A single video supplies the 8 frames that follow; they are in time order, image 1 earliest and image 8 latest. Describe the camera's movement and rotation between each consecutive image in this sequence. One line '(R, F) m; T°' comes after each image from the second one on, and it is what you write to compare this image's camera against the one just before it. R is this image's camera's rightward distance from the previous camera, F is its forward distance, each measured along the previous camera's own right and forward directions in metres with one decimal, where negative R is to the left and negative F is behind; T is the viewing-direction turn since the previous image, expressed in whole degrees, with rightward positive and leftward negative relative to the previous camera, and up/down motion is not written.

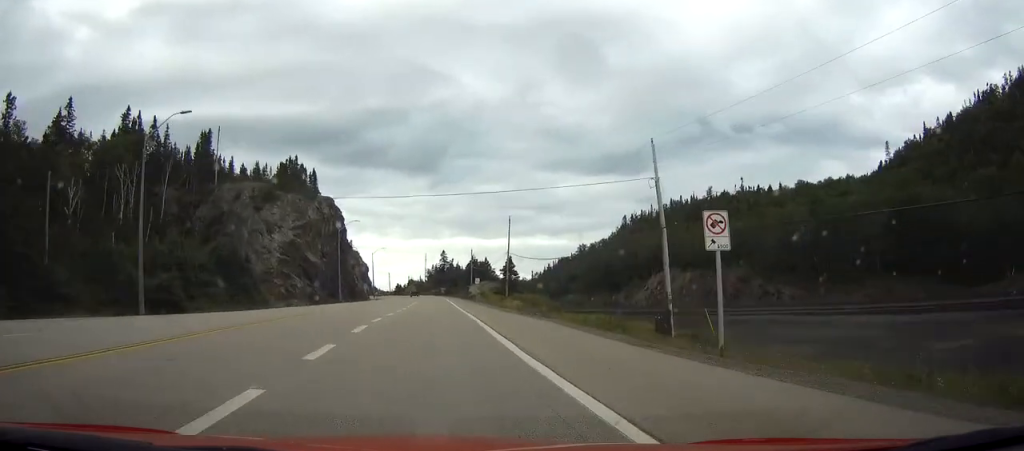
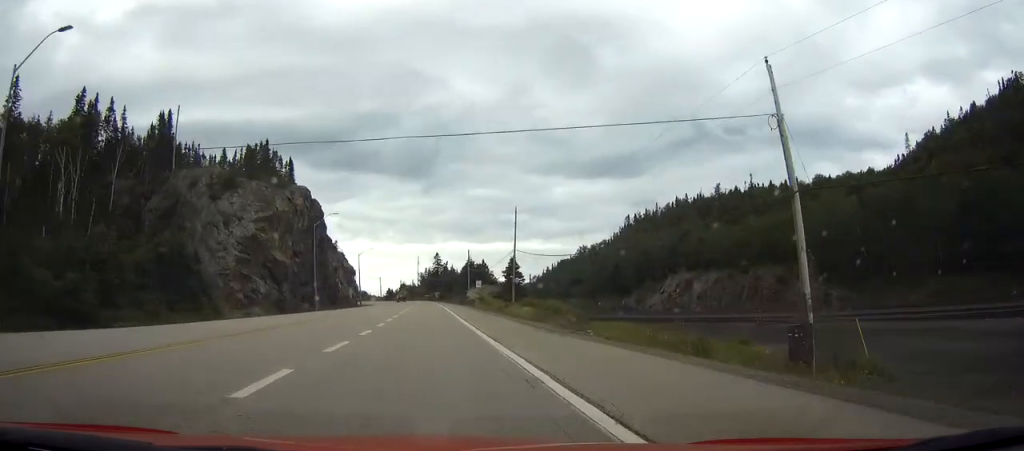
(0.0, +15.4) m; 0°
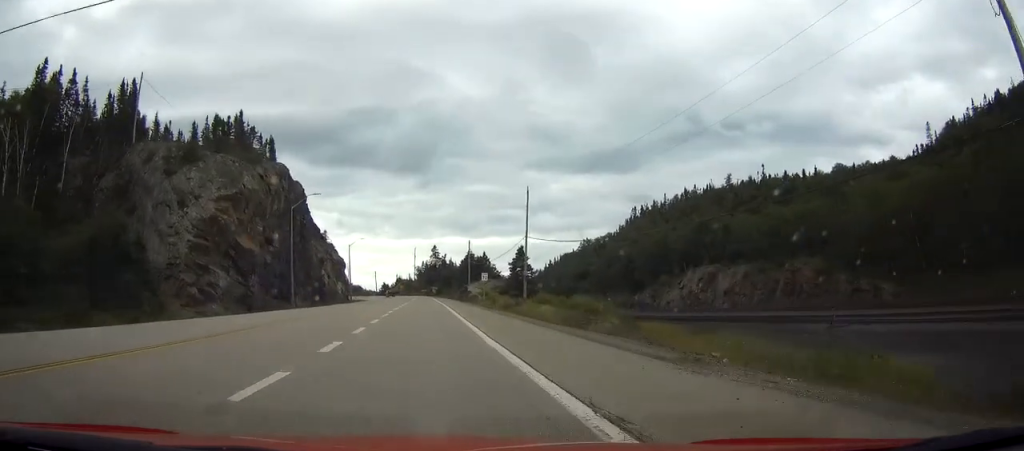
(0.0, +12.5) m; 0°
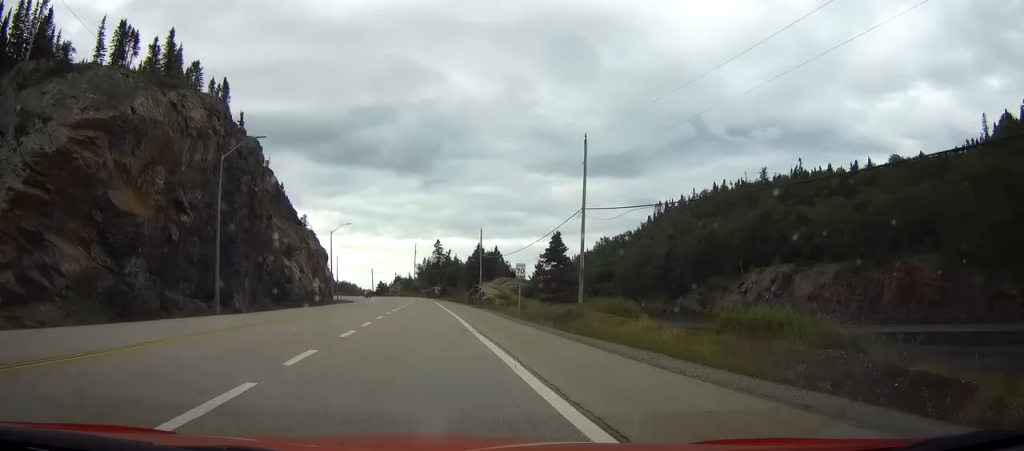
(0.0, +25.8) m; 0°
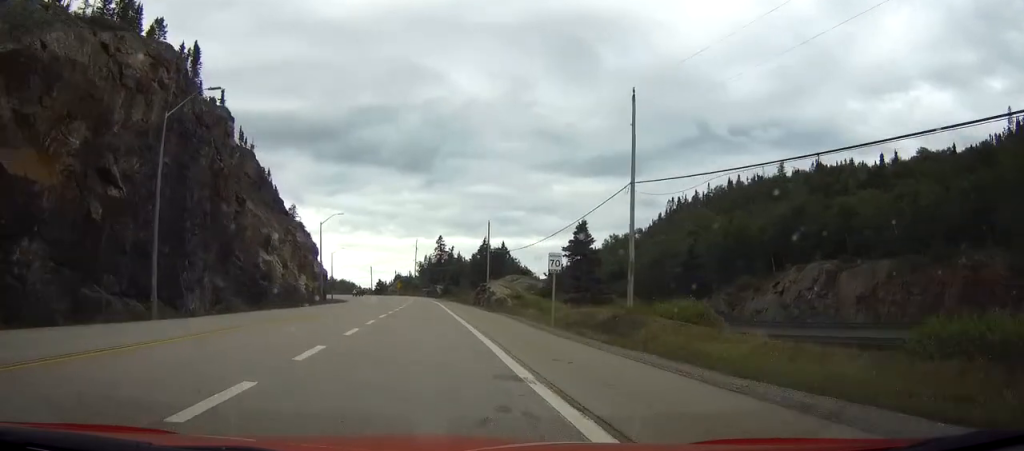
(0.0, +11.1) m; 0°
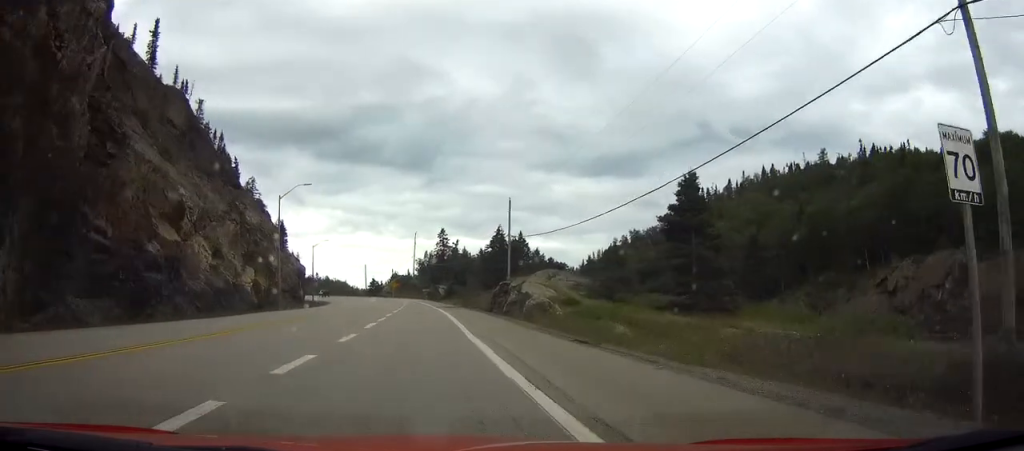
(0.0, +25.3) m; 0°
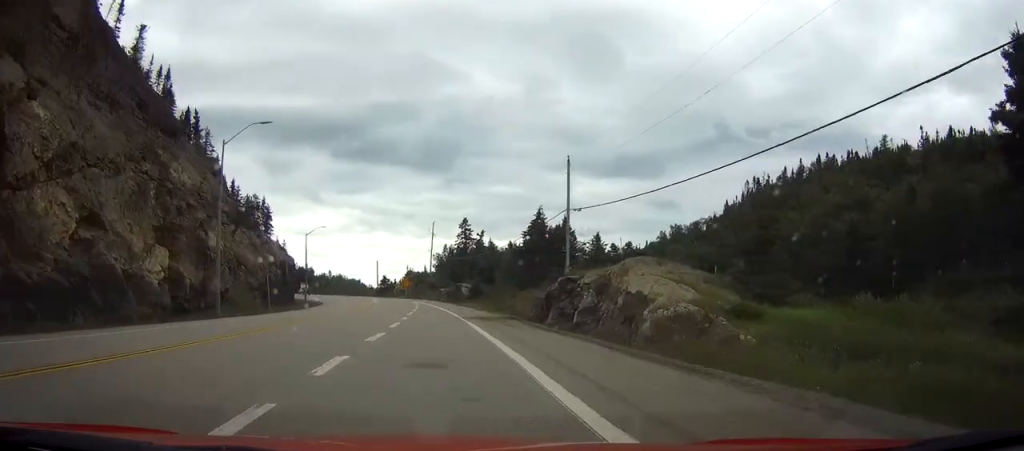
(0.0, +23.1) m; 0°
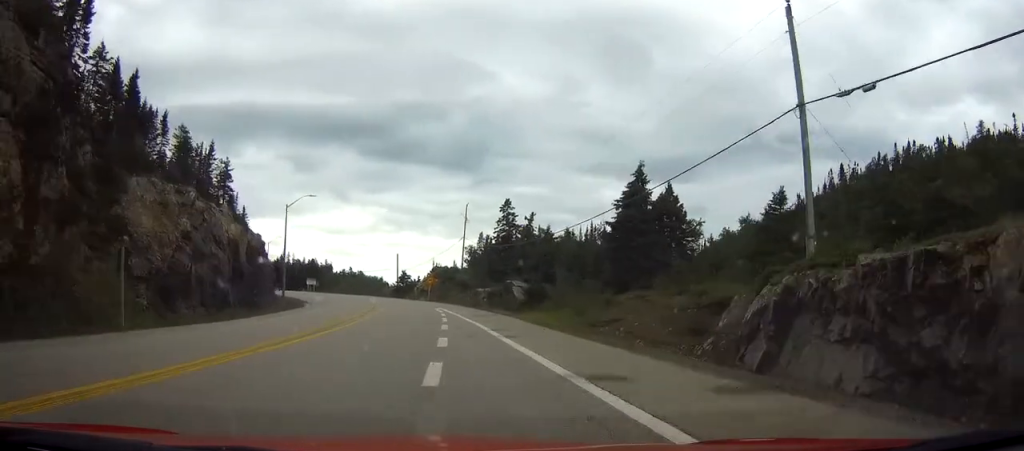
(0.0, +30.7) m; 0°
